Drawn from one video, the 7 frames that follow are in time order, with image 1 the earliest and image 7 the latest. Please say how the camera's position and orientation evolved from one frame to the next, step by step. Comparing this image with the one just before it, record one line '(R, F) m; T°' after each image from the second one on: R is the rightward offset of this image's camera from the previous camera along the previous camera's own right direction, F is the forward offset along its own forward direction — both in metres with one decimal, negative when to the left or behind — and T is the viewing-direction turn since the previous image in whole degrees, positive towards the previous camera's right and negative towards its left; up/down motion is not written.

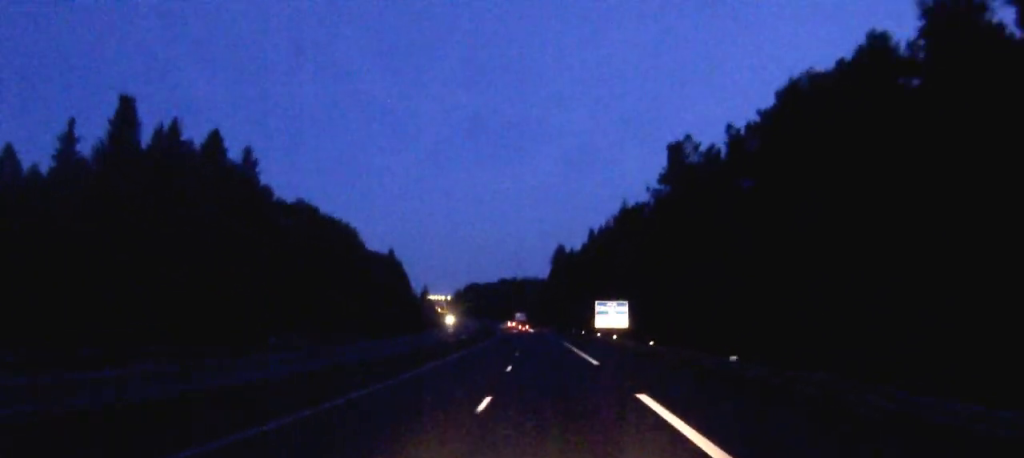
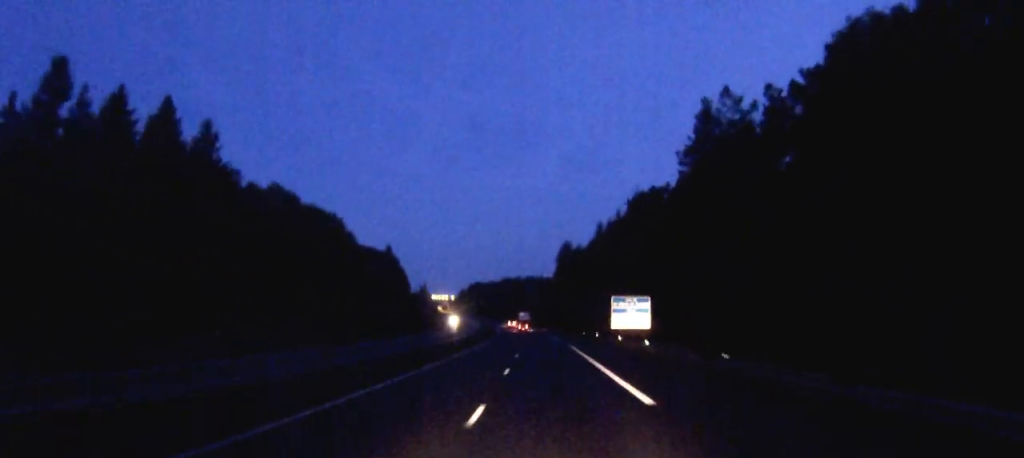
(-0.1, +14.7) m; 0°
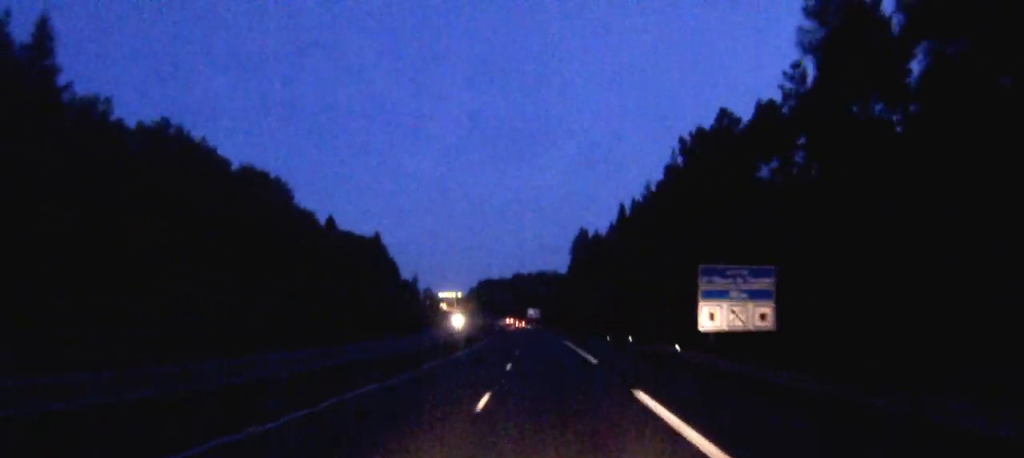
(-0.3, +37.1) m; -1°
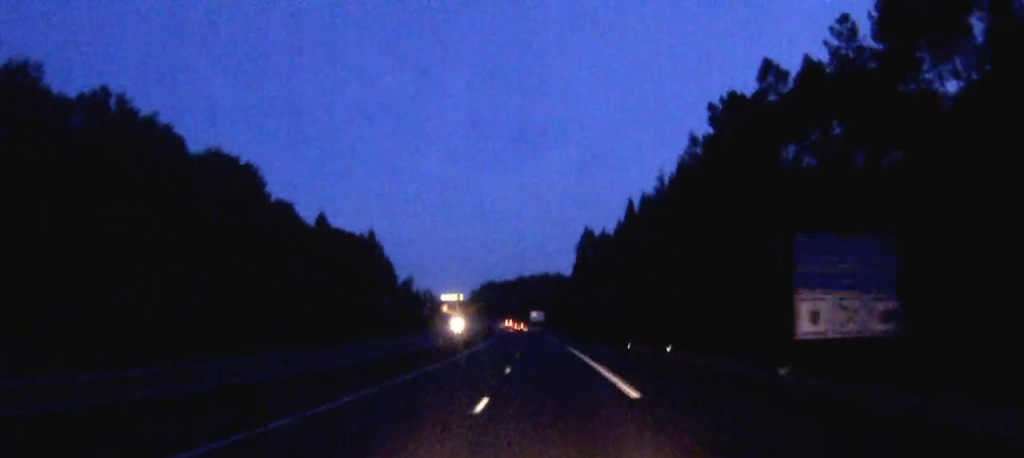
(0.0, +13.1) m; 0°
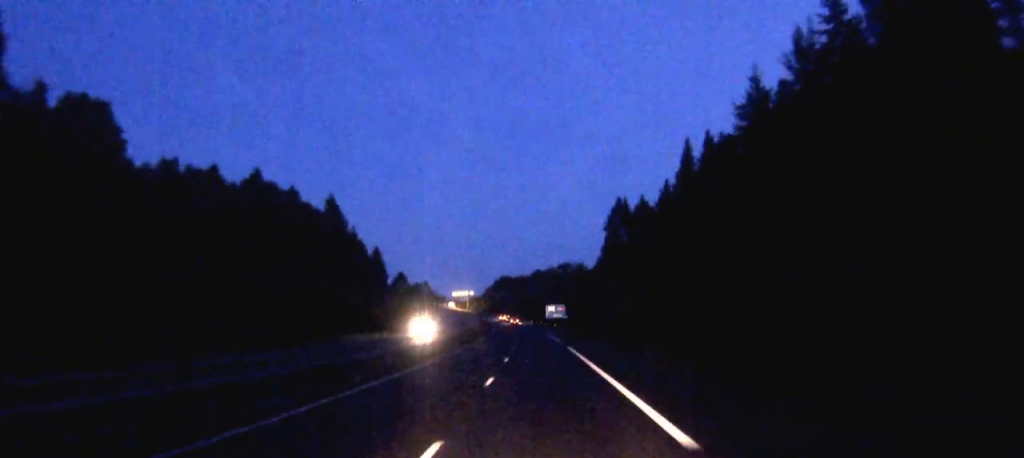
(-0.8, +59.3) m; -2°
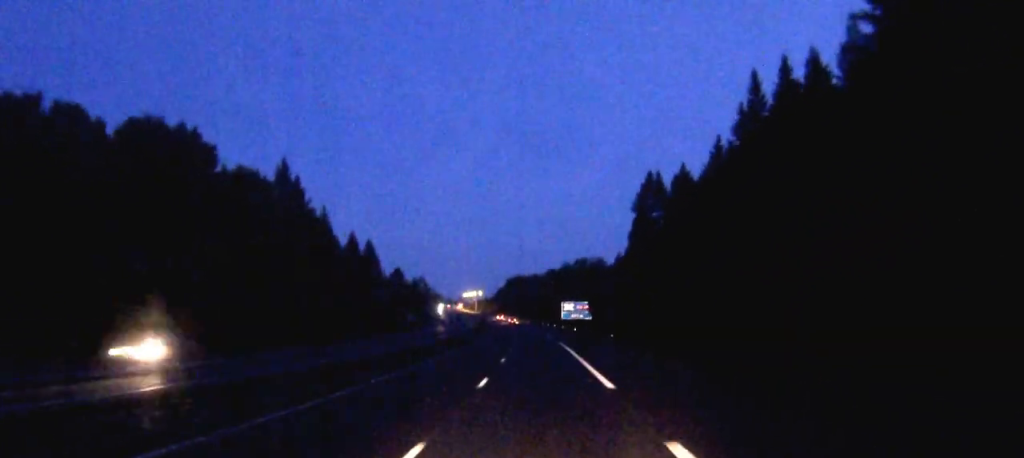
(-0.4, +38.9) m; -1°
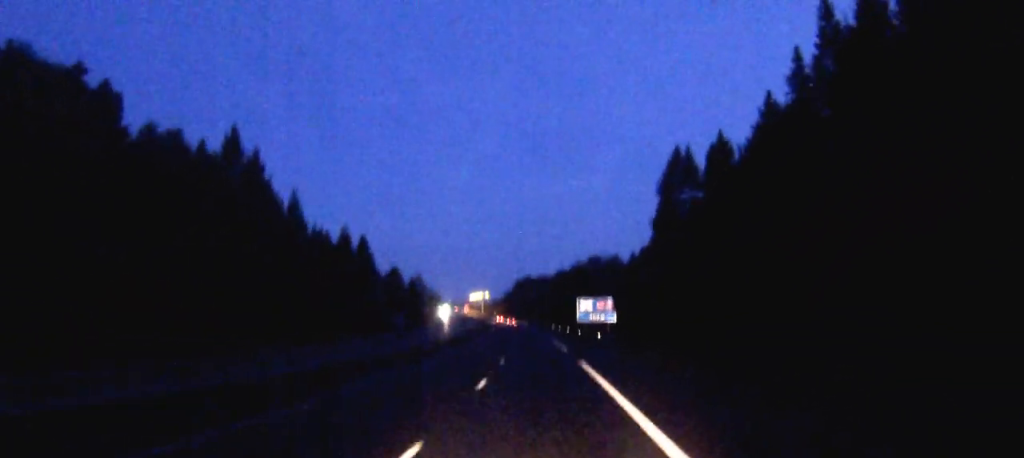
(-0.2, +25.8) m; -1°
